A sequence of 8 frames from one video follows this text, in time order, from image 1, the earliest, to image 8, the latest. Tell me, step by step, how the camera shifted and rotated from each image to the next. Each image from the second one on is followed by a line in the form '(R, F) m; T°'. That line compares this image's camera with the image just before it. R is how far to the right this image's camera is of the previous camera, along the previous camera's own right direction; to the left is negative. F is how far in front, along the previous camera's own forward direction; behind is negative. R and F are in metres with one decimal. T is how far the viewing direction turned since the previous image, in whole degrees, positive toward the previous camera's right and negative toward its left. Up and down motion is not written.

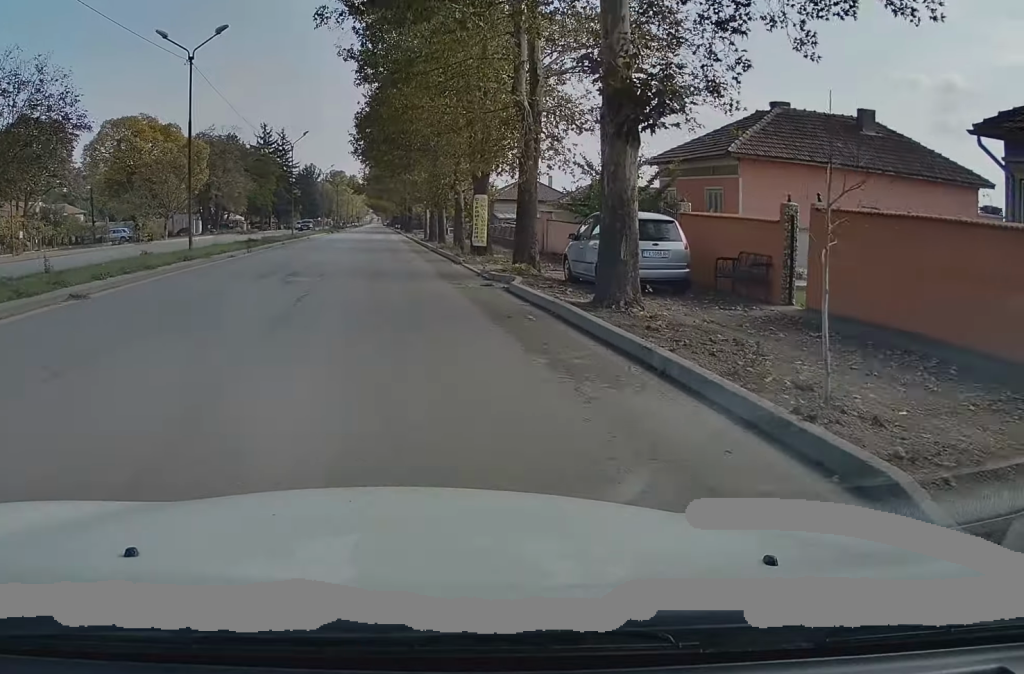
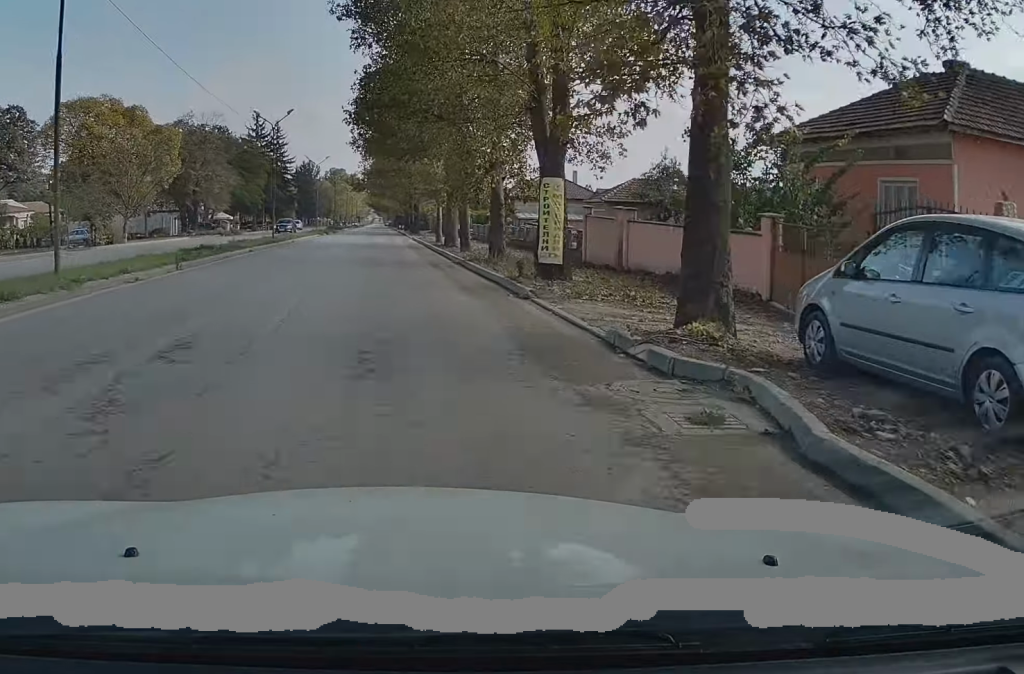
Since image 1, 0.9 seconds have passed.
(+0.1, +11.3) m; 0°
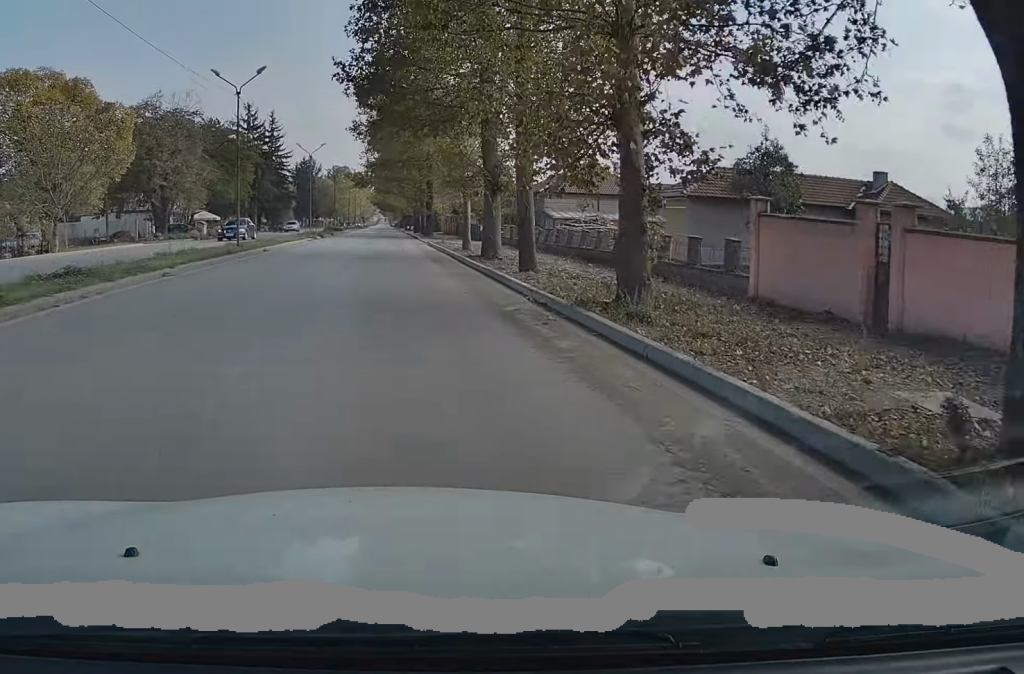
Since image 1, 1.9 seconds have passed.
(-0.2, +13.4) m; -1°
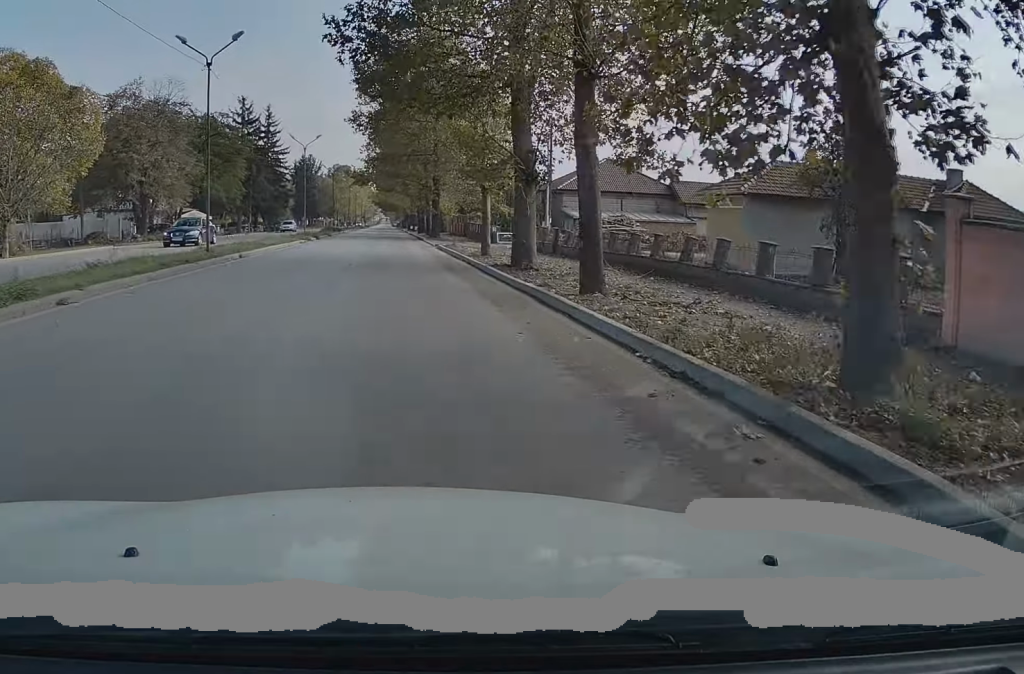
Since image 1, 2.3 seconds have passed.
(+0.1, +6.4) m; 0°
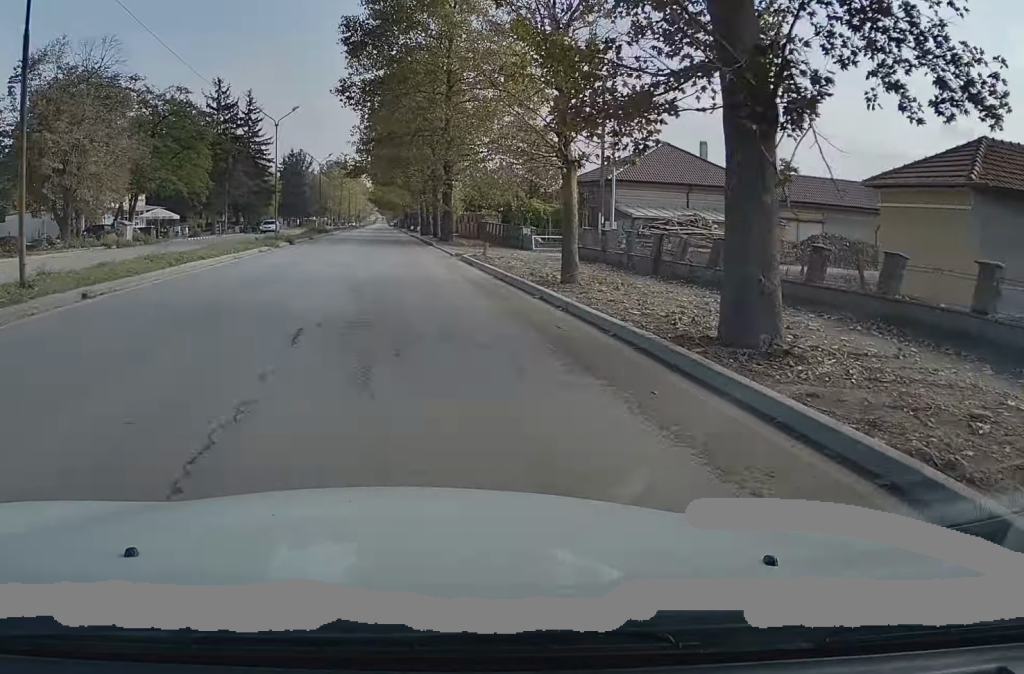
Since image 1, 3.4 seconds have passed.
(-0.2, +15.0) m; -1°
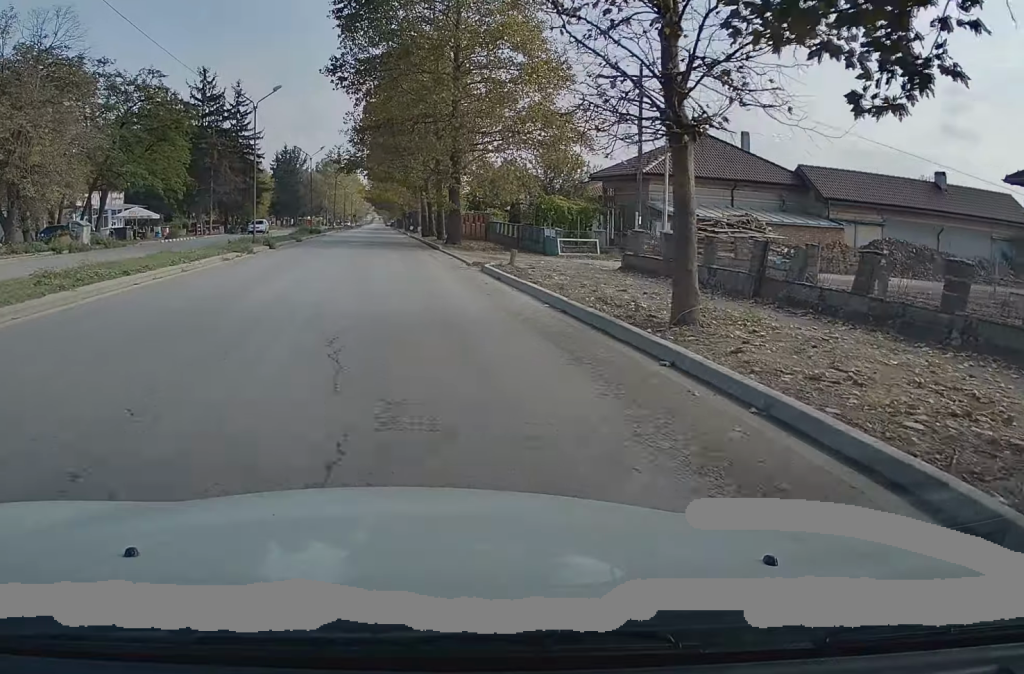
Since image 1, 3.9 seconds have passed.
(0.0, +7.1) m; 0°
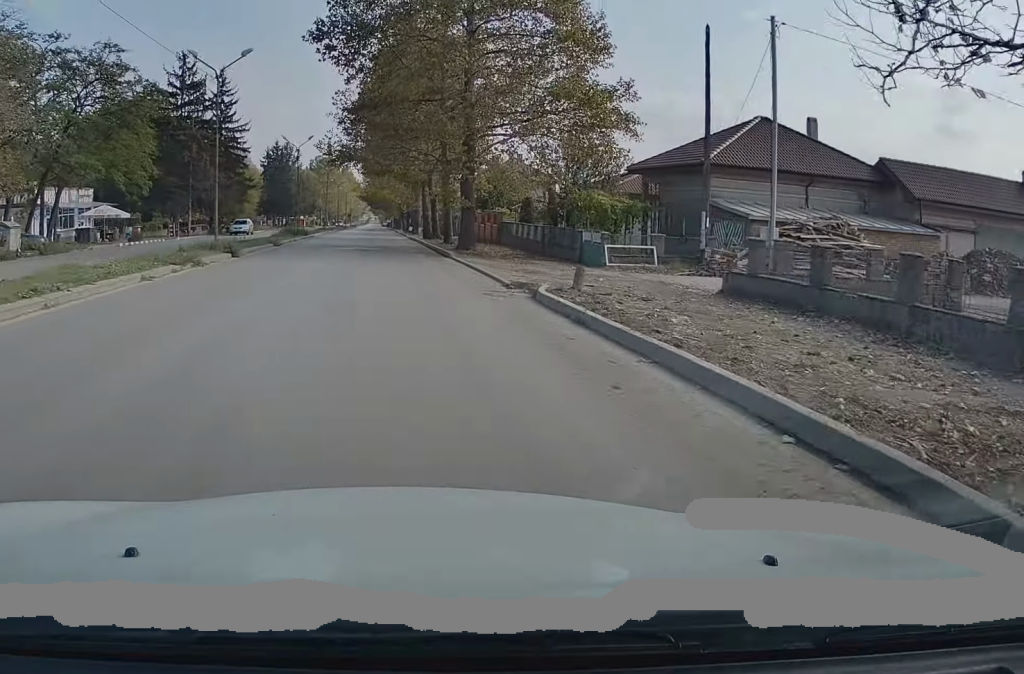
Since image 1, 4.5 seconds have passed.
(0.0, +8.5) m; +1°
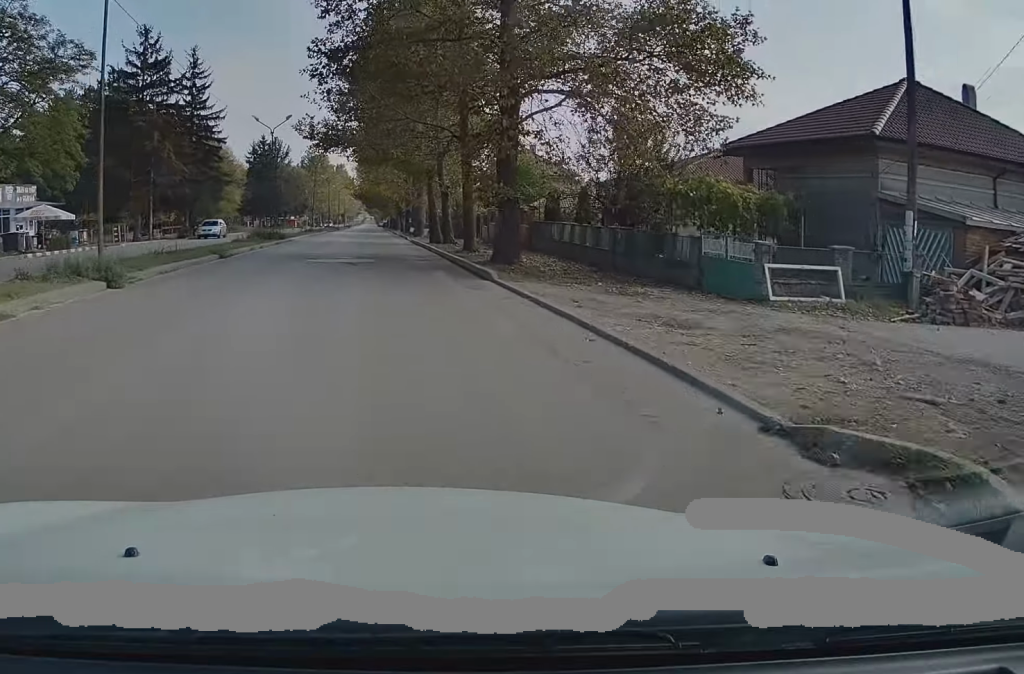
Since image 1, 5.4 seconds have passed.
(+0.1, +12.6) m; +1°
